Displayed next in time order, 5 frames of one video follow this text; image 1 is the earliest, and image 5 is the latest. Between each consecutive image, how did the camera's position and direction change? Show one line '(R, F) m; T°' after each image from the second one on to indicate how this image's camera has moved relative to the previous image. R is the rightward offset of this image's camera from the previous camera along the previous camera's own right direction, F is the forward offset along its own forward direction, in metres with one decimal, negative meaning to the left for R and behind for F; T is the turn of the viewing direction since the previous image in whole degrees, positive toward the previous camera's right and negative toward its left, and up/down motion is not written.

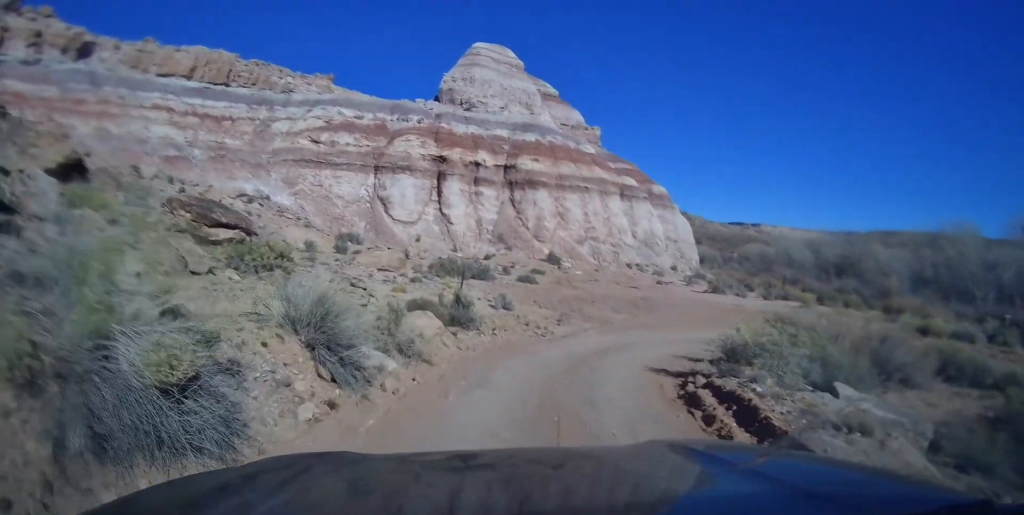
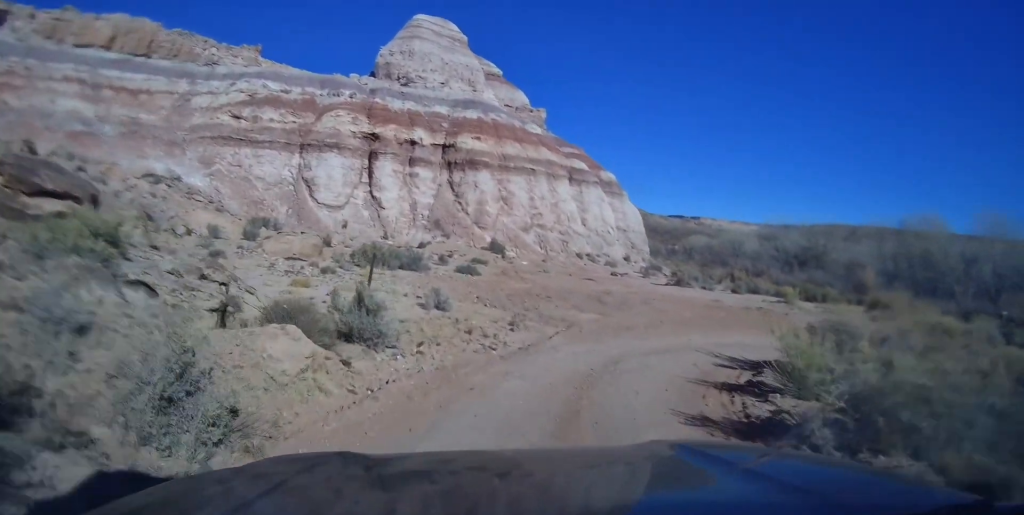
(-0.4, +6.0) m; +2°
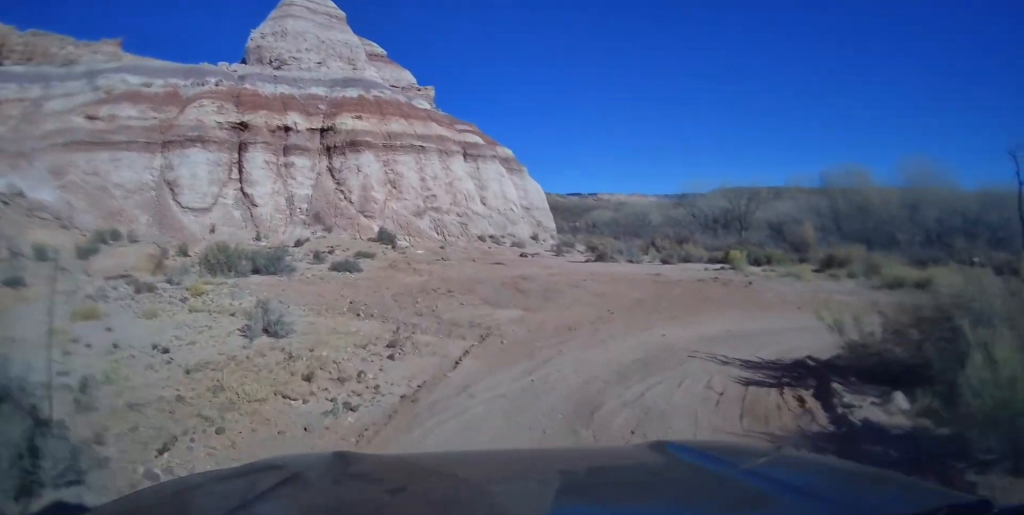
(+0.5, +5.9) m; +6°
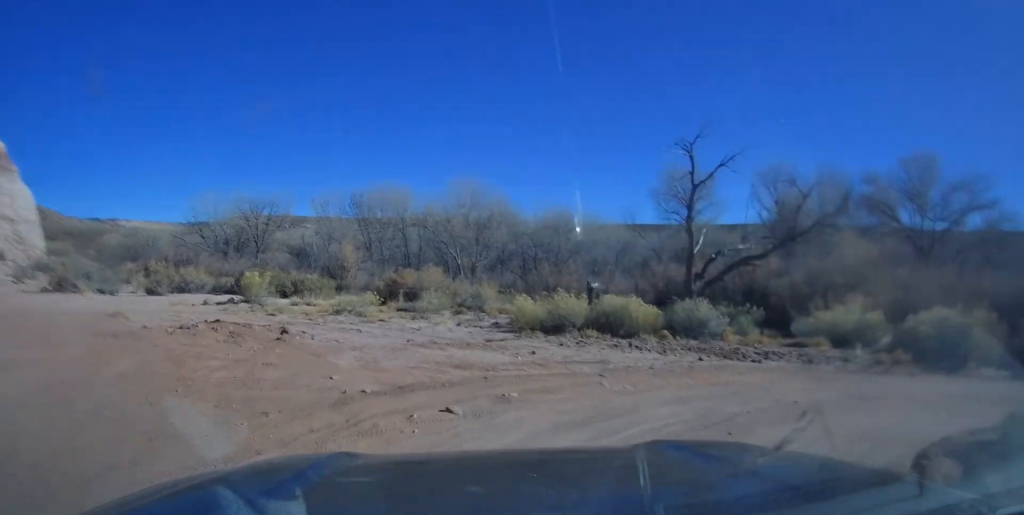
(+1.9, +12.5) m; +32°
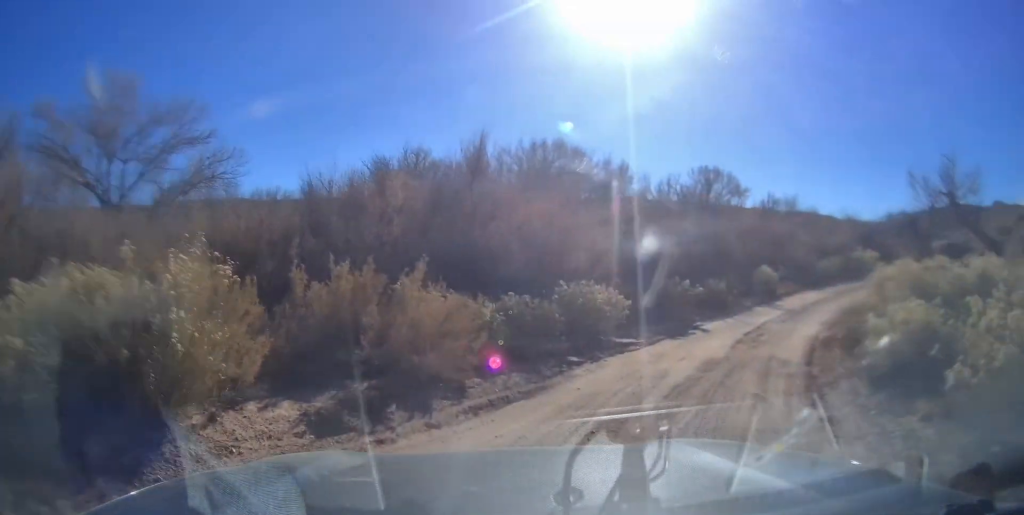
(+6.2, +7.8) m; +77°
